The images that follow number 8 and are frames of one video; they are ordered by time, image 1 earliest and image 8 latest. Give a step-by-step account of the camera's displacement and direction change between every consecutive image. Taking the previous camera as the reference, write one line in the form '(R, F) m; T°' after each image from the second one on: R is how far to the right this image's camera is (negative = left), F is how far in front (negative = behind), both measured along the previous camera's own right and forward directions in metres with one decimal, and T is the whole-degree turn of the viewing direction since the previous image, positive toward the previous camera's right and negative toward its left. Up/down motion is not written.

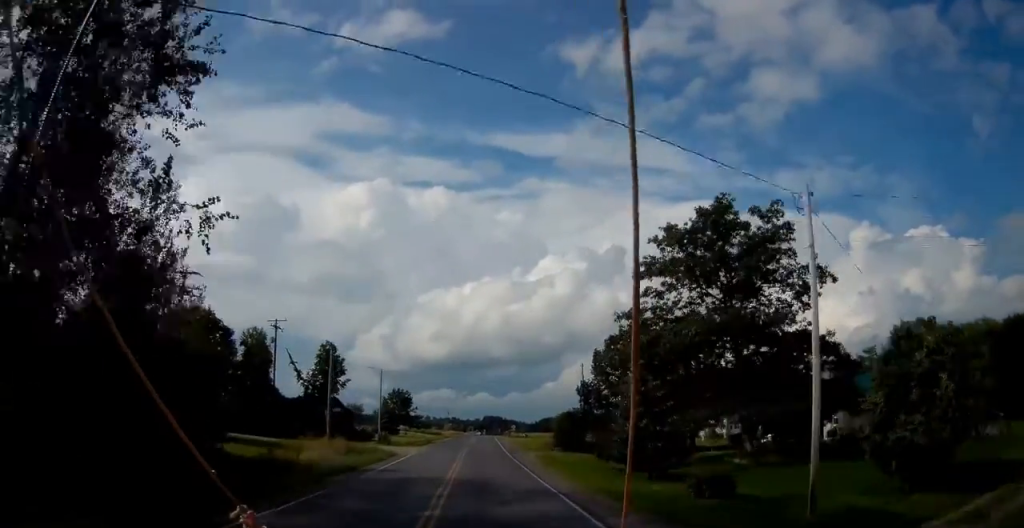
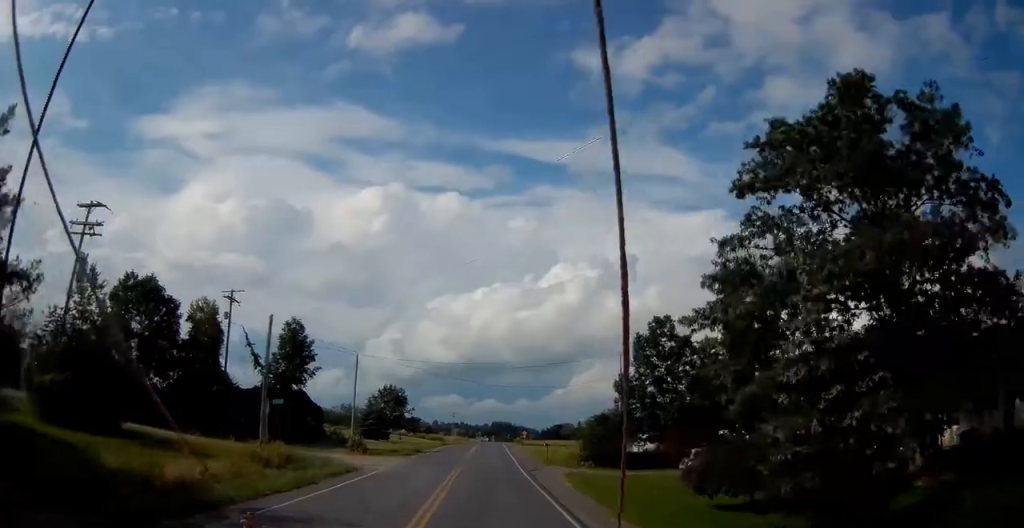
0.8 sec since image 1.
(+0.2, +14.0) m; +1°
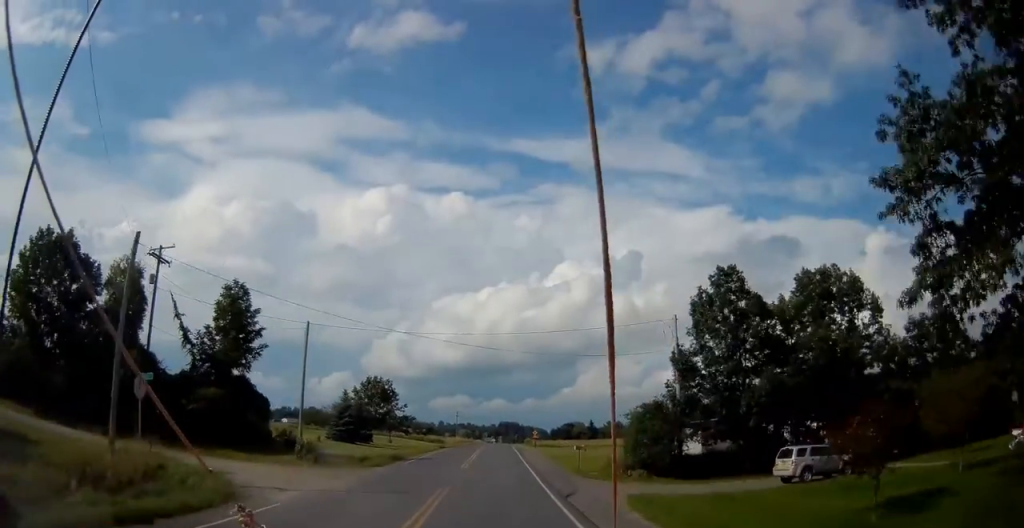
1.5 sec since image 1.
(0.0, +13.2) m; -1°
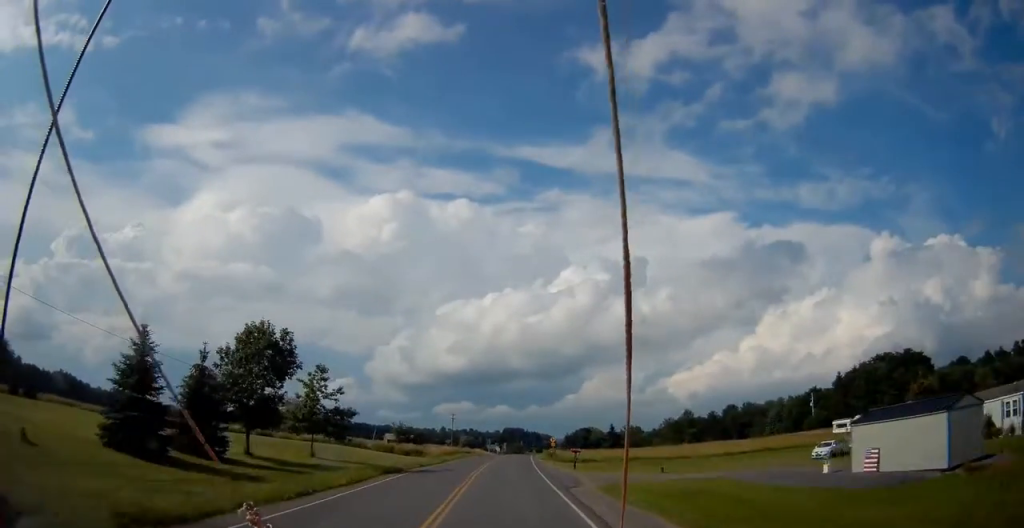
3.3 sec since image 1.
(-0.8, +31.9) m; -2°
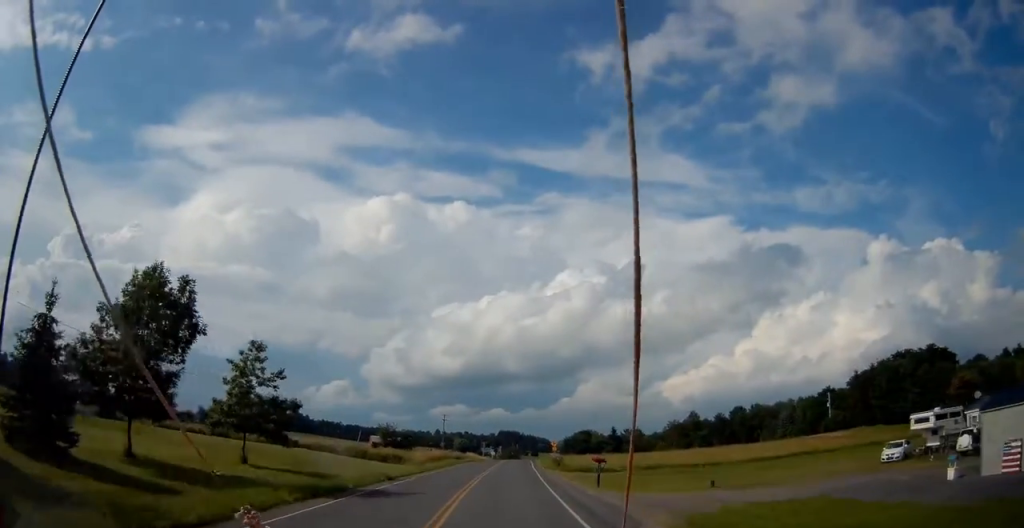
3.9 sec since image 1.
(0.0, +10.3) m; 0°
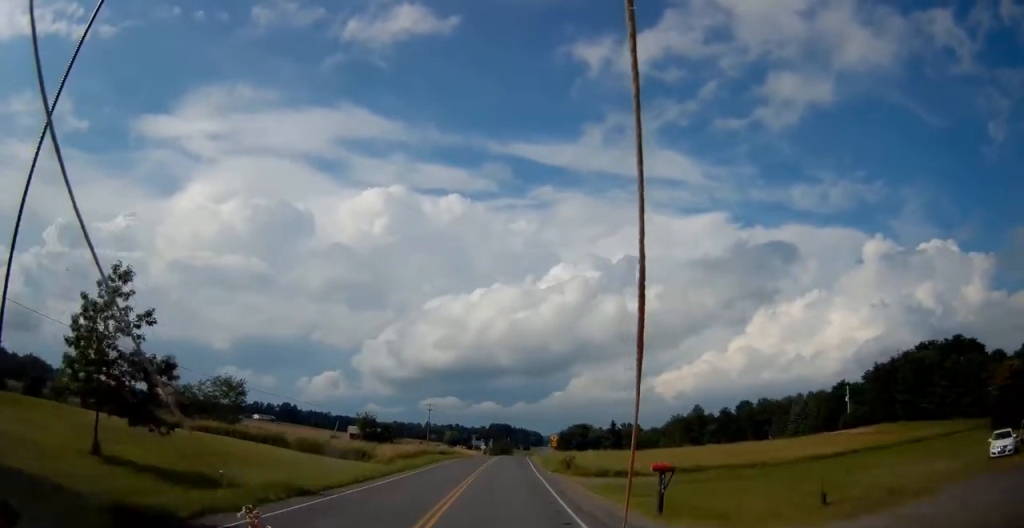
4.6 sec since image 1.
(+0.1, +11.4) m; 0°
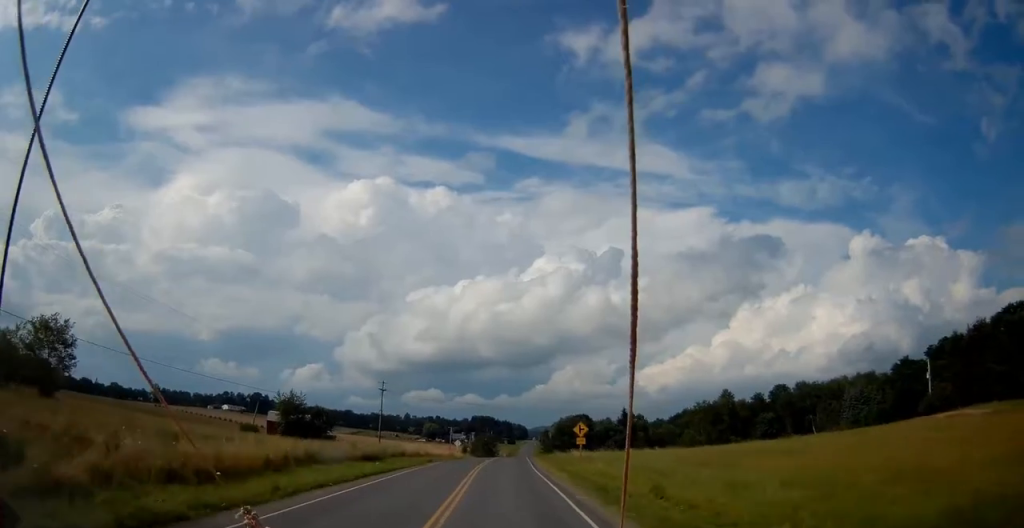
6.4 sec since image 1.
(+0.6, +32.7) m; +2°
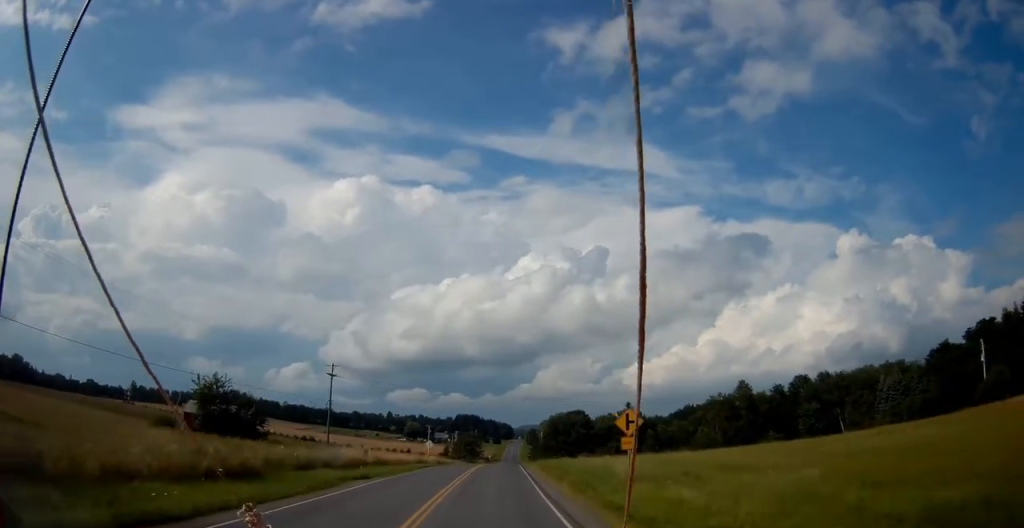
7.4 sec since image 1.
(0.0, +18.1) m; +1°
